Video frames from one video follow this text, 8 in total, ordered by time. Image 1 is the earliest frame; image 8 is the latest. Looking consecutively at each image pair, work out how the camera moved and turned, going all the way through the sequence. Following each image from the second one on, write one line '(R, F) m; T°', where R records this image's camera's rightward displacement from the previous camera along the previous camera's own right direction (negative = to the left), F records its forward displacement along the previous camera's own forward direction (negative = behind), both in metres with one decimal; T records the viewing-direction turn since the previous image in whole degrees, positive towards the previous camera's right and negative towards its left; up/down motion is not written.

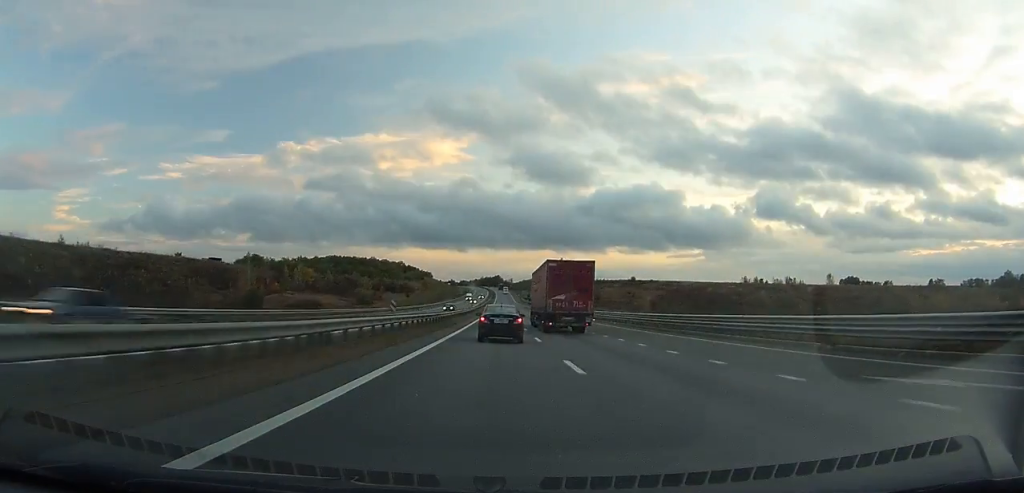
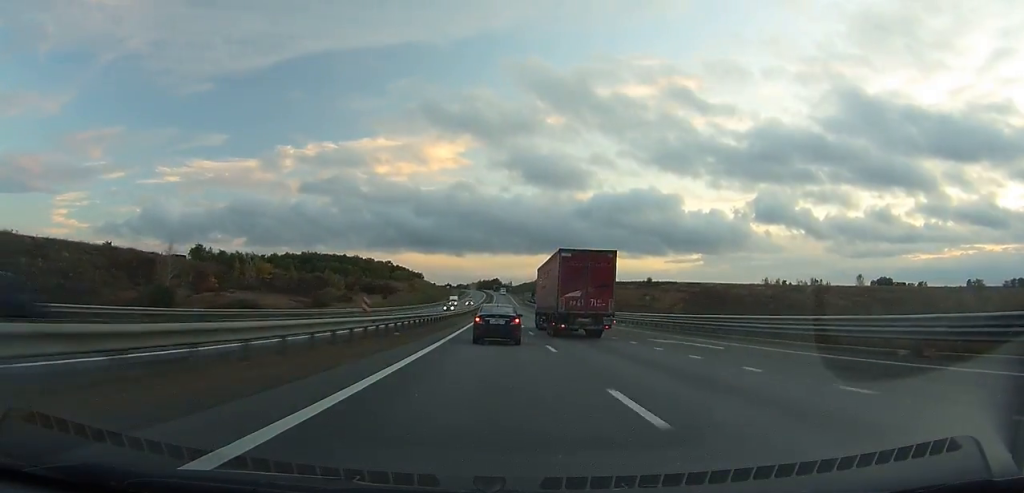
(-0.1, +40.3) m; 0°
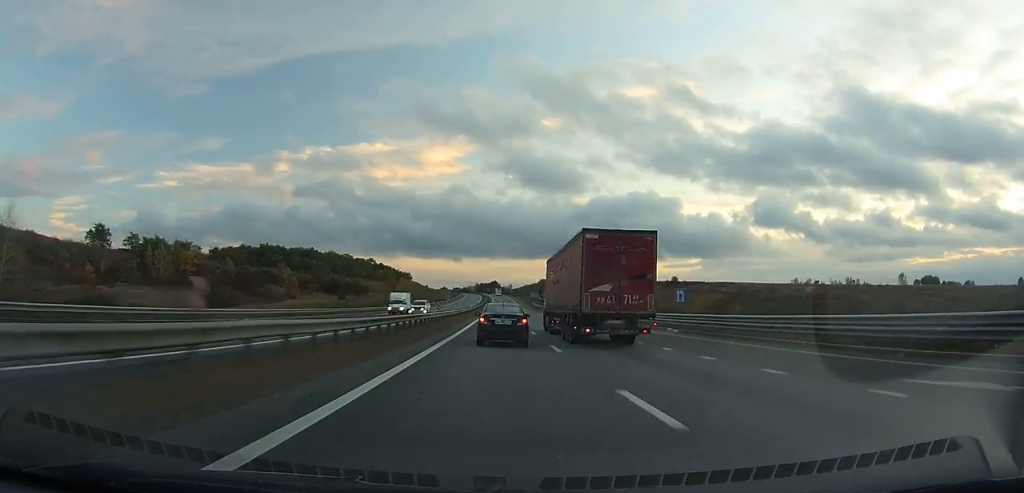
(0.0, +46.1) m; 0°
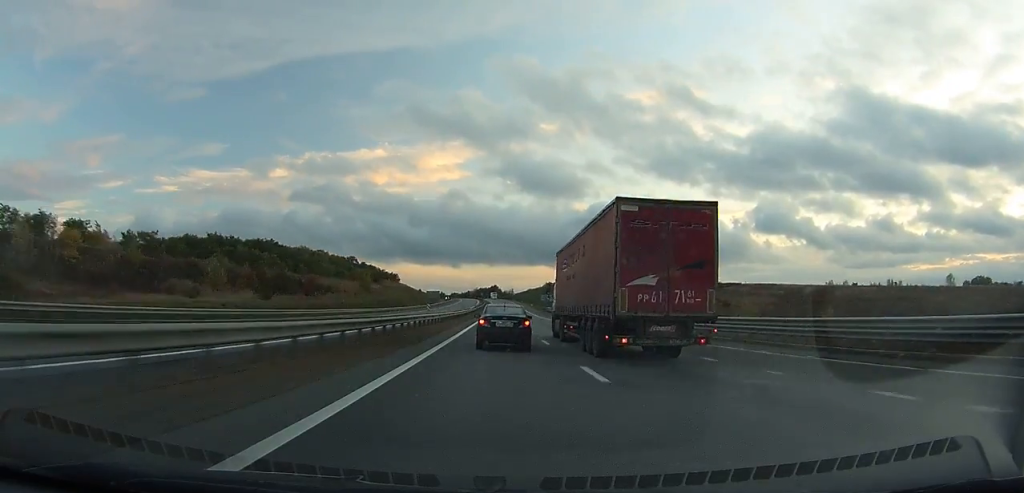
(-0.2, +43.2) m; 0°
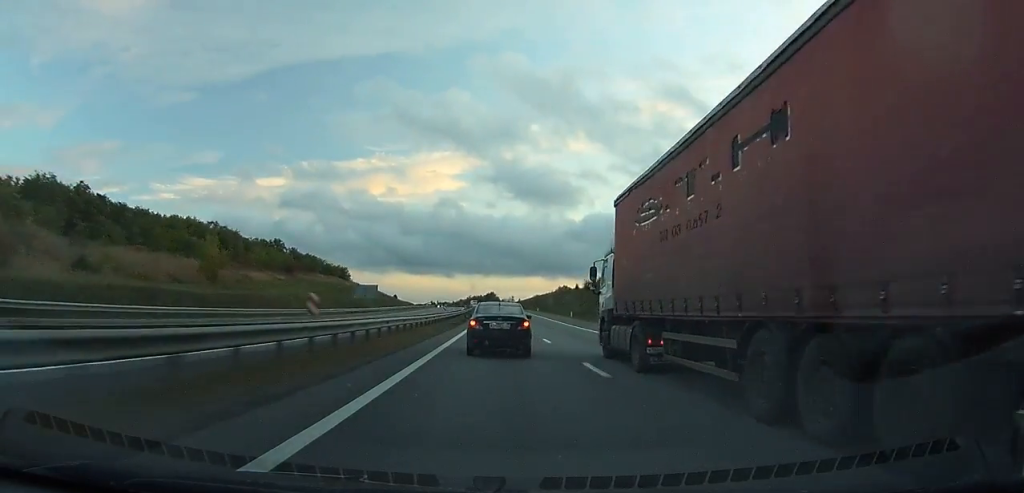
(-0.5, +97.8) m; -1°
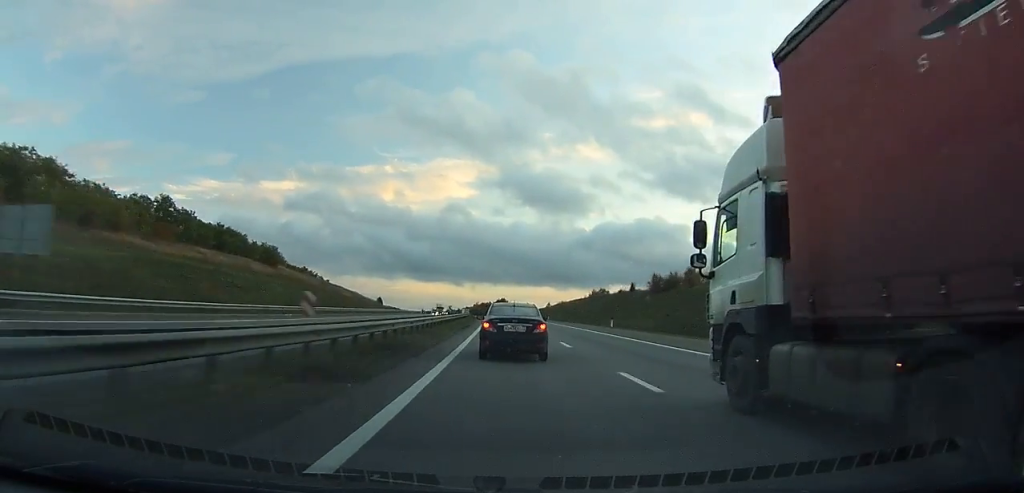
(-0.5, +74.4) m; -1°
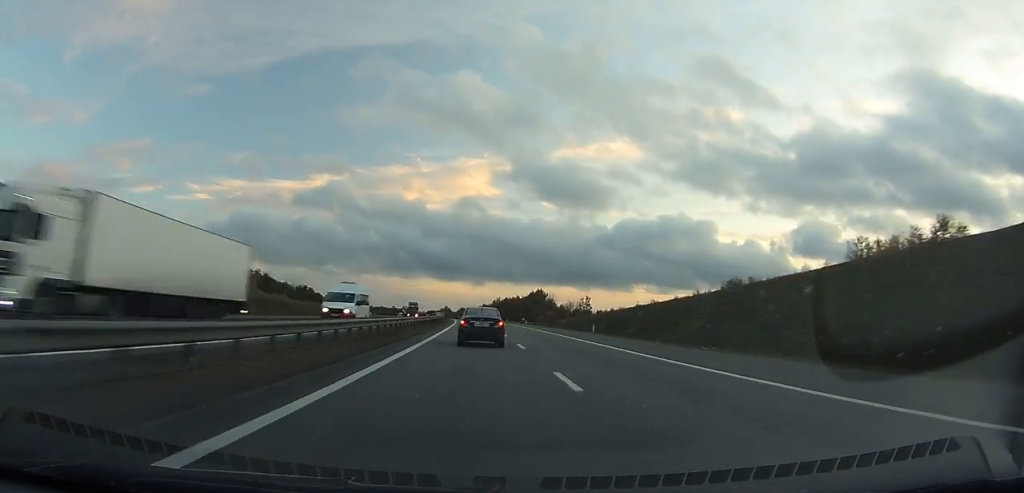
(-3.1, +160.3) m; -2°
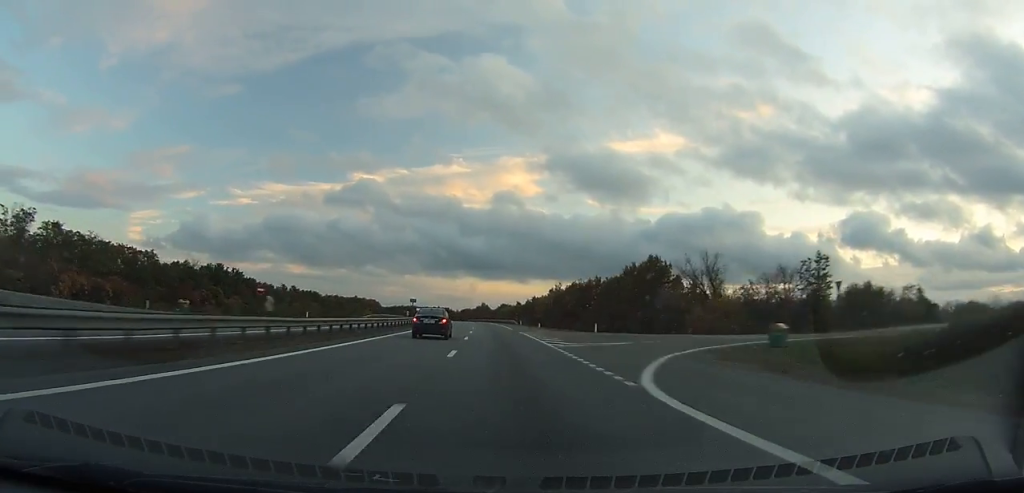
(-2.4, +127.9) m; -3°
